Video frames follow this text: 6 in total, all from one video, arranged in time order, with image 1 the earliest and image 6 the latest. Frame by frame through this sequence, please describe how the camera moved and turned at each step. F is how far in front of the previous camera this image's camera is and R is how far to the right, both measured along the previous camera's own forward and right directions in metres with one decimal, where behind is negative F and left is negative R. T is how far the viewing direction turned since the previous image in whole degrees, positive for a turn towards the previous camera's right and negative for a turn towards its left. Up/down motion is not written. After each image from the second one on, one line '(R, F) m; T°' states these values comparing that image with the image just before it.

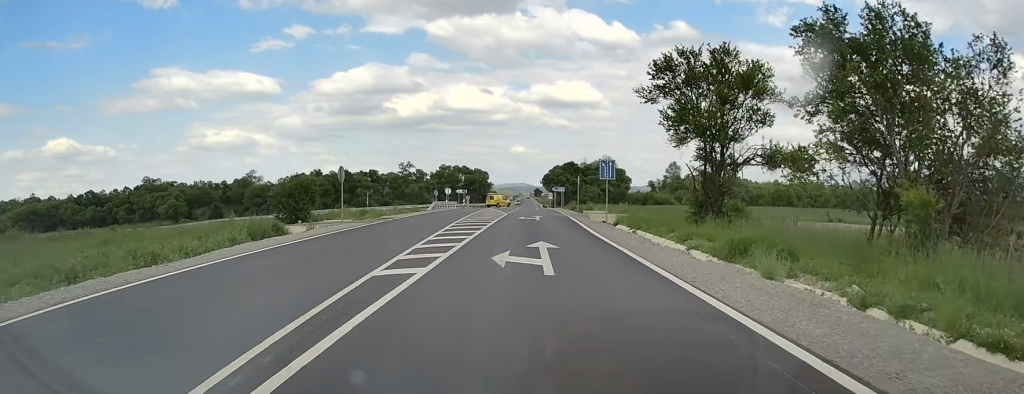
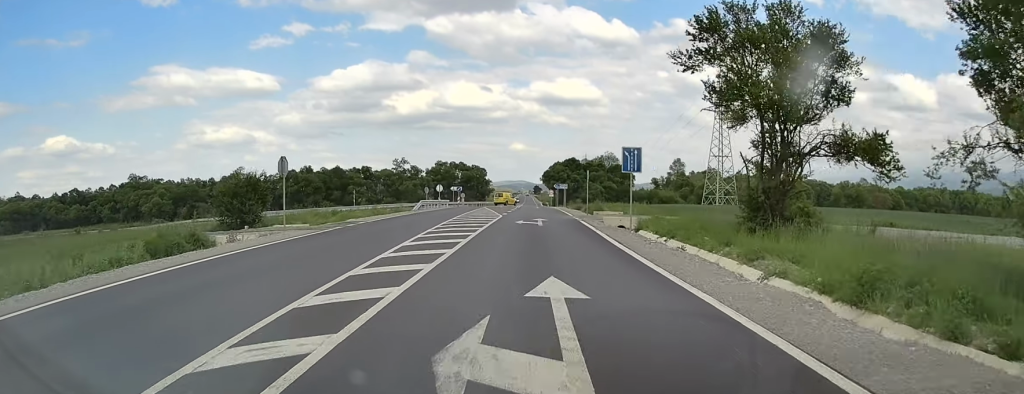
(+0.2, +7.7) m; 0°
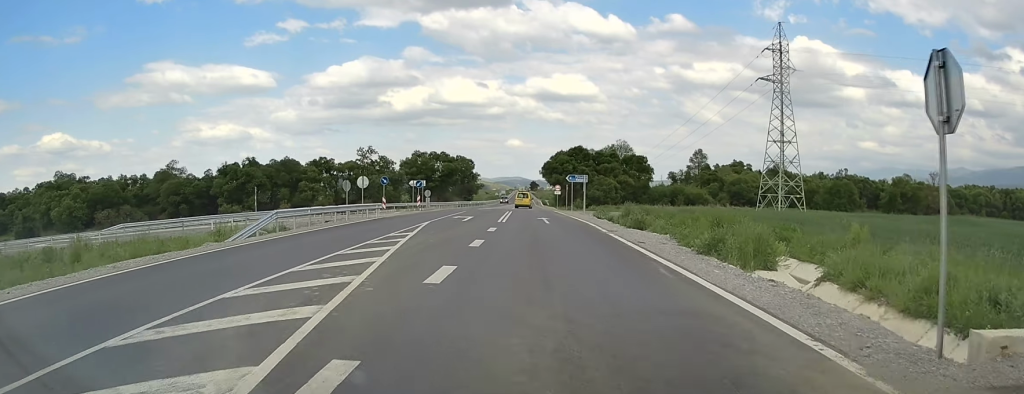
(-0.3, +34.5) m; -1°
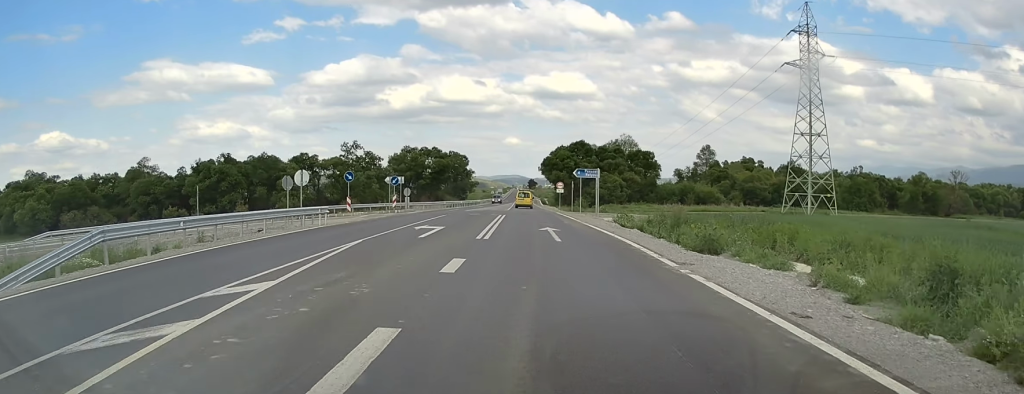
(0.0, +11.2) m; 0°
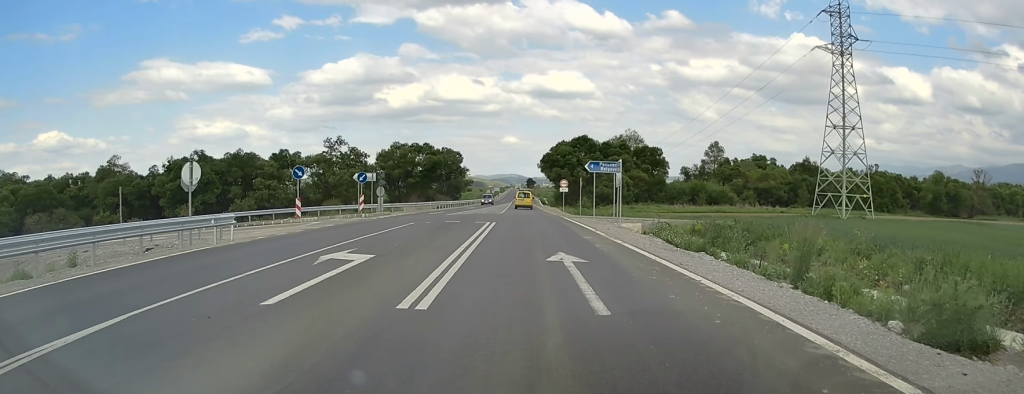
(0.0, +10.5) m; 0°
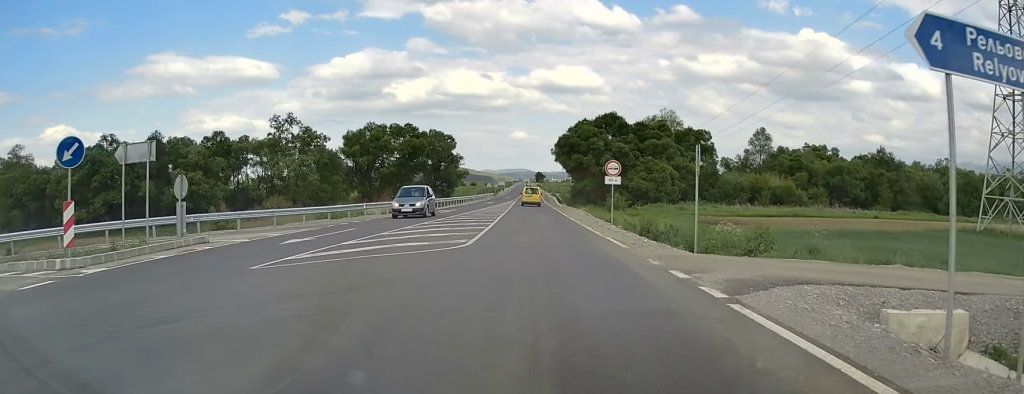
(+0.1, +30.7) m; 0°
